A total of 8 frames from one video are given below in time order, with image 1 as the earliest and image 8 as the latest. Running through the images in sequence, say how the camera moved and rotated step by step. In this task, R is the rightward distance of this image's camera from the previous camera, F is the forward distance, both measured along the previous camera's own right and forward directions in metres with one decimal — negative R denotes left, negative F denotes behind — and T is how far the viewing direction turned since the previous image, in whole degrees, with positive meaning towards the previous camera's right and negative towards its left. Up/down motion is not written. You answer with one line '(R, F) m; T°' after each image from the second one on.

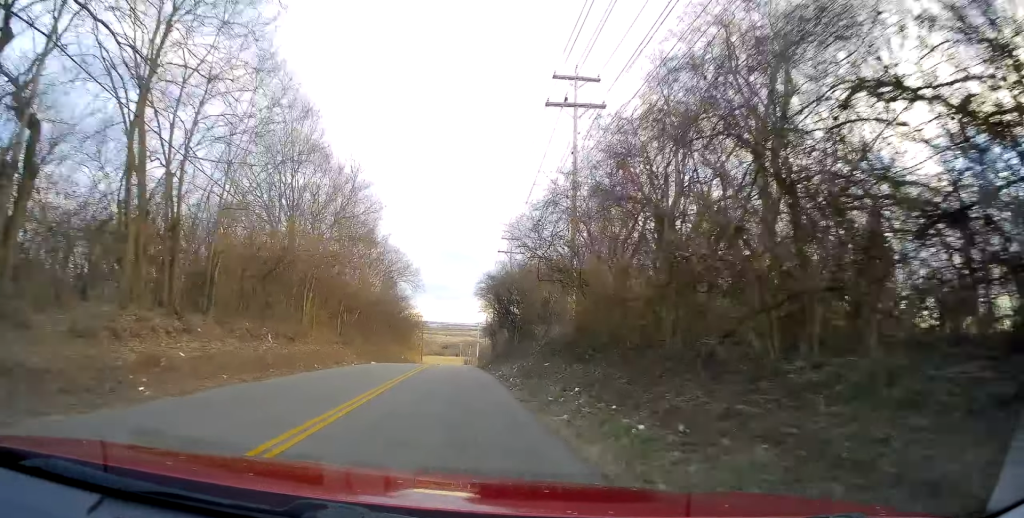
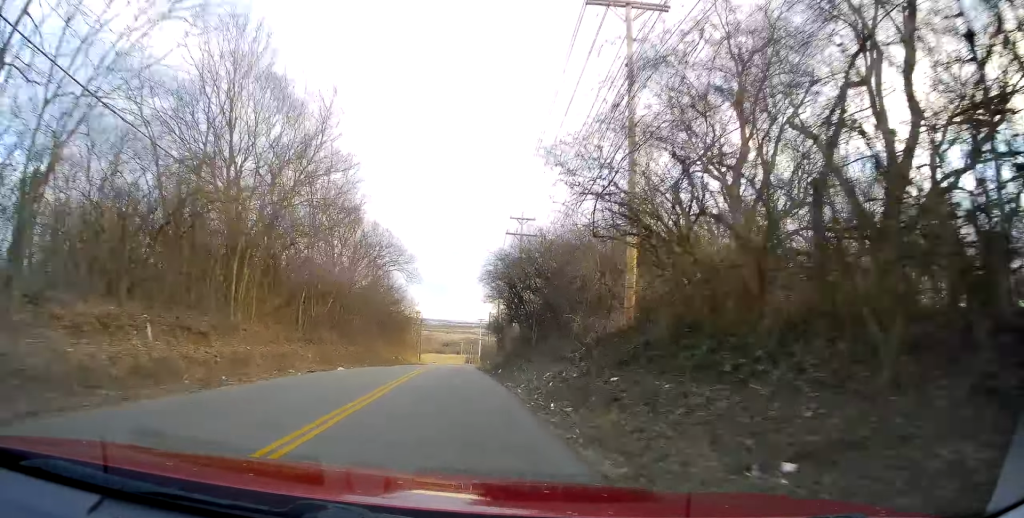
(-0.4, +9.7) m; 0°
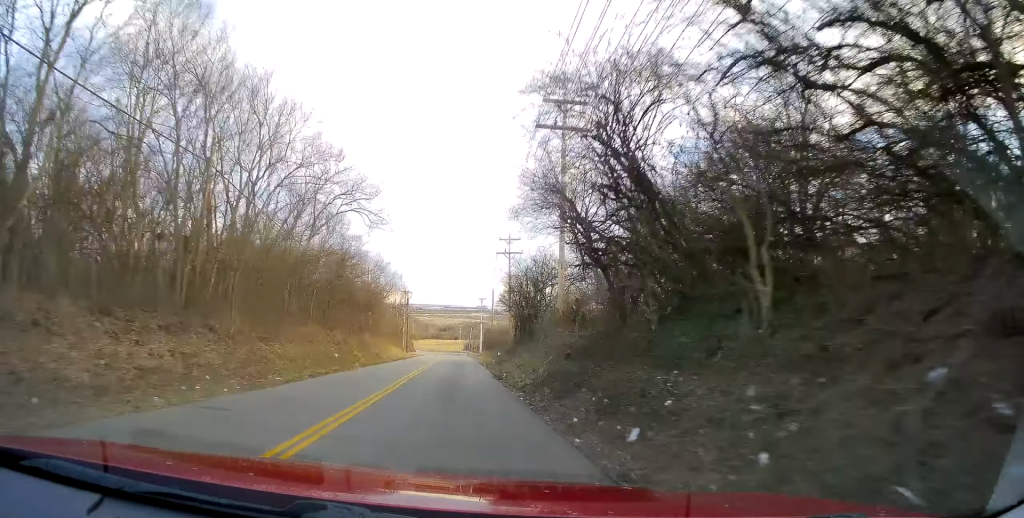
(+1.3, +25.5) m; +2°
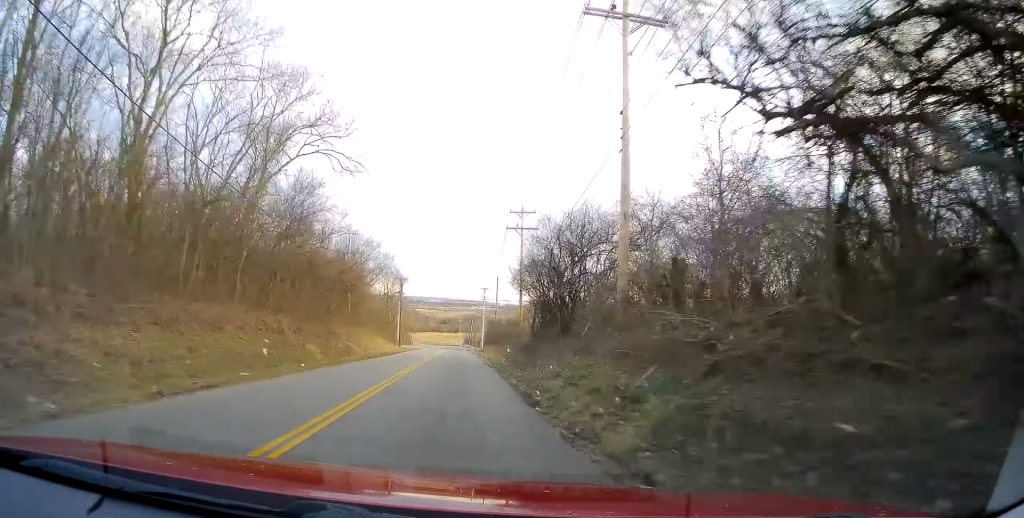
(0.0, +11.4) m; -1°
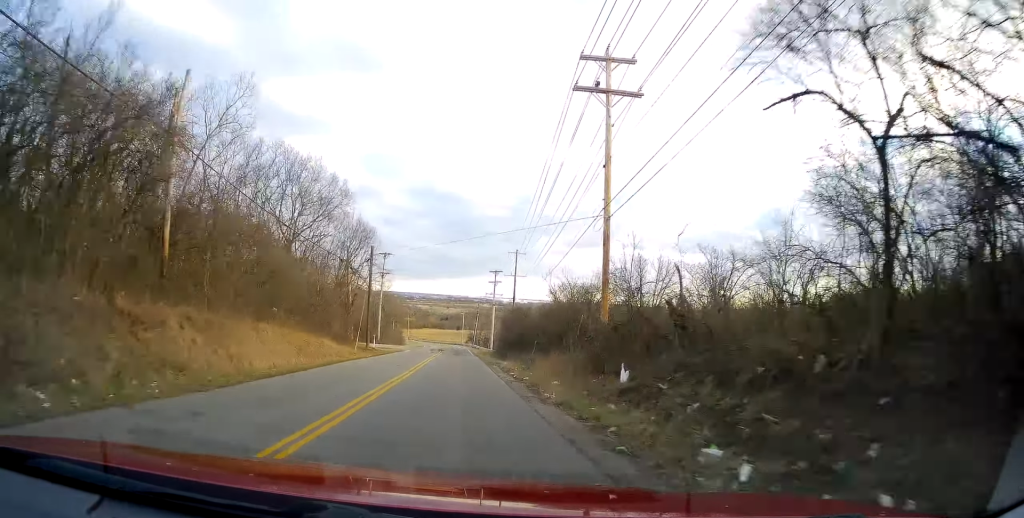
(-0.5, +31.4) m; -2°
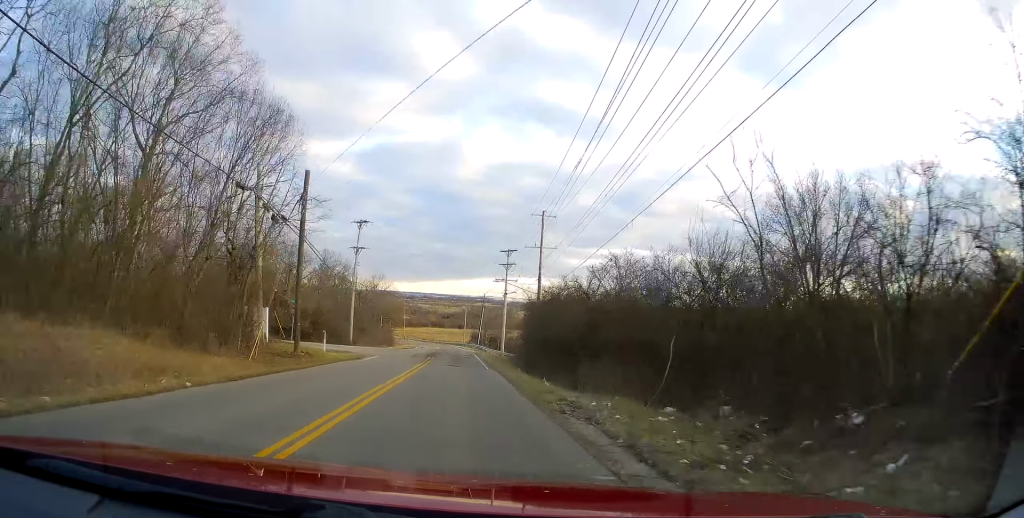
(-0.3, +24.1) m; 0°
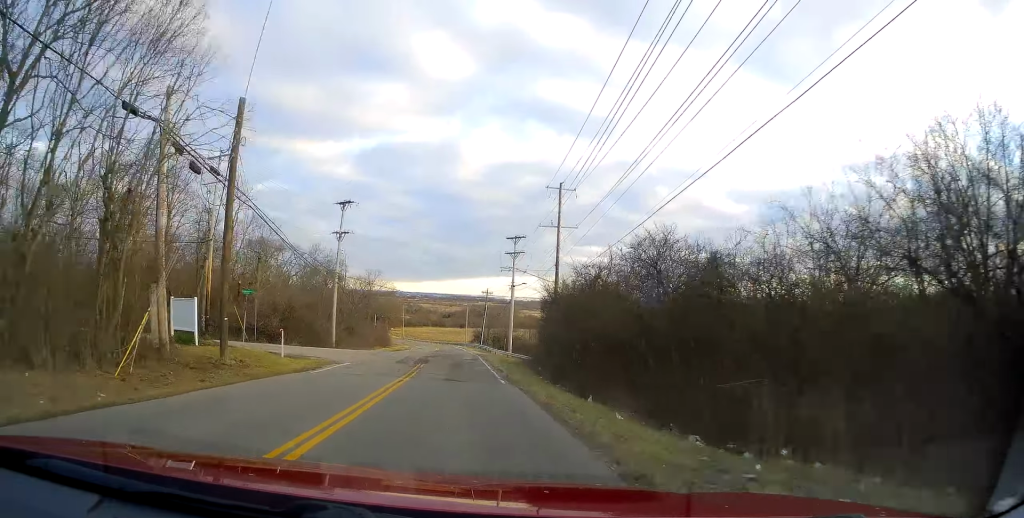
(+0.1, +9.8) m; 0°
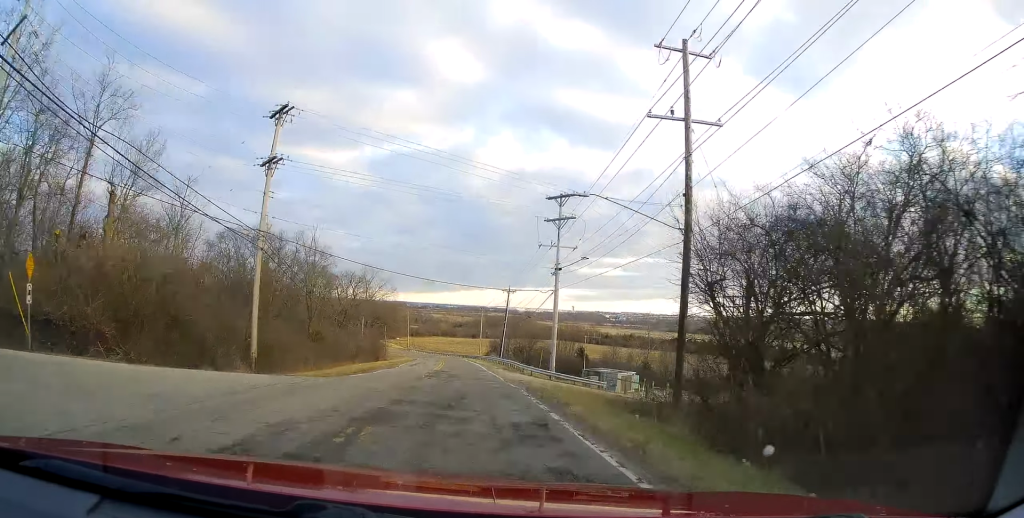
(0.0, +24.9) m; 0°
